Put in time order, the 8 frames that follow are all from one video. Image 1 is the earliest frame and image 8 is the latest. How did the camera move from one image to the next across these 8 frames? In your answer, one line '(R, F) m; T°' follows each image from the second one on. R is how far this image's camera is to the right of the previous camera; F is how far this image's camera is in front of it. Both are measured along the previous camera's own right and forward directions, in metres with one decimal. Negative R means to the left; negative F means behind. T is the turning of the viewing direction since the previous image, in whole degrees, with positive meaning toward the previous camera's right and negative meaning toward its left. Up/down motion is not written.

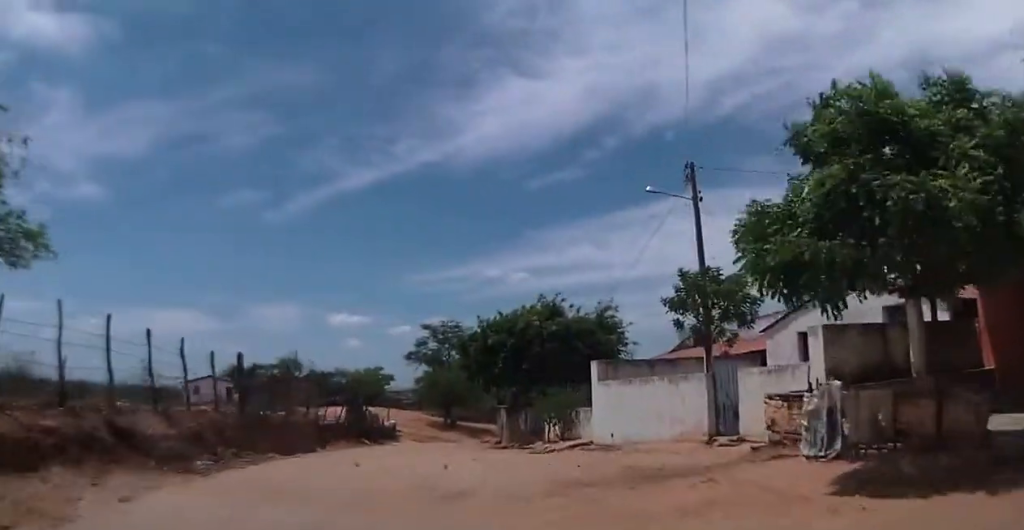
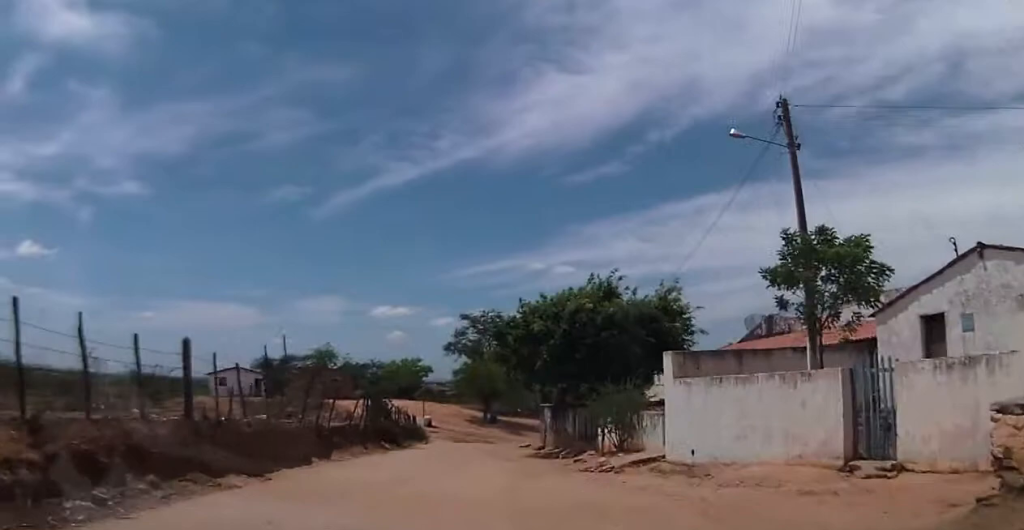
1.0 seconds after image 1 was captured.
(-0.1, +3.3) m; -3°
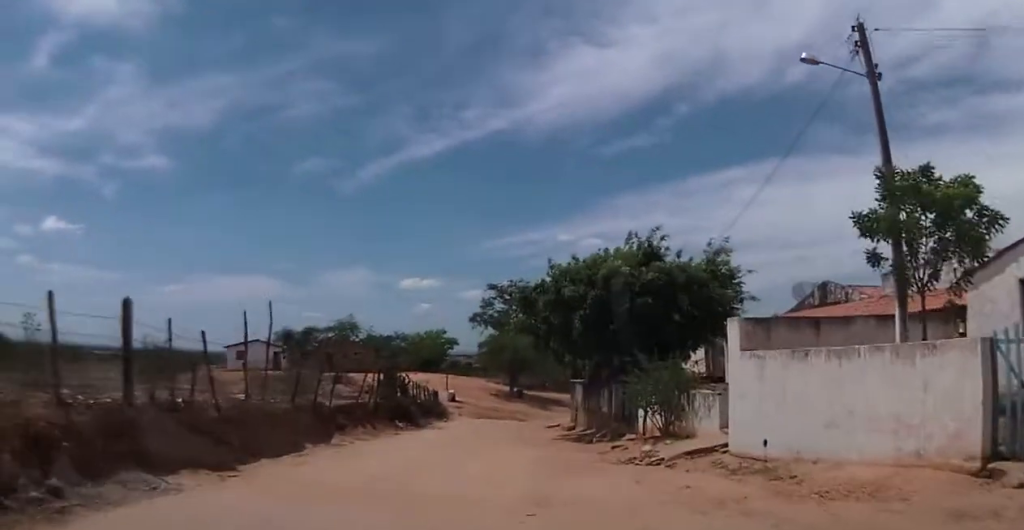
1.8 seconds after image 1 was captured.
(-0.1, +2.2) m; -3°
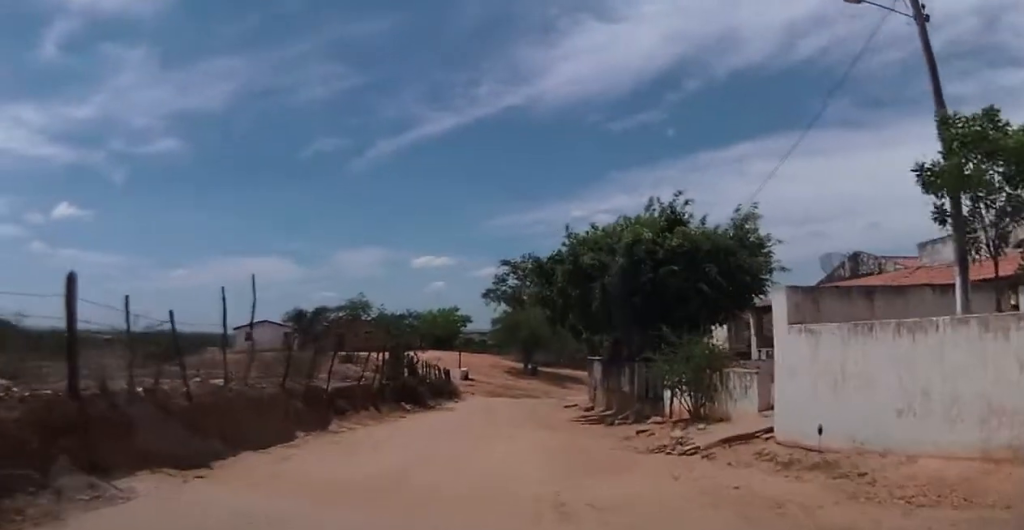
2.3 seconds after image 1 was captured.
(0.0, +1.3) m; -2°
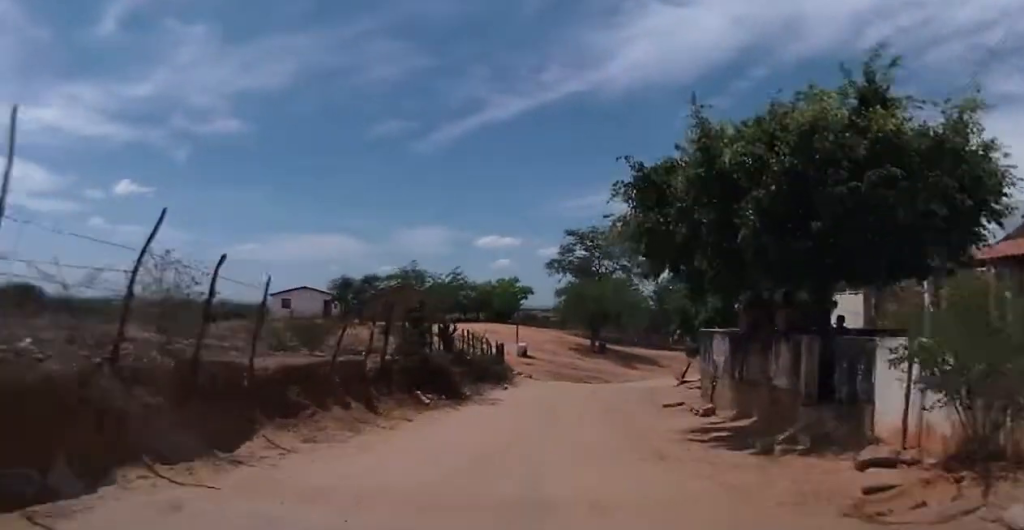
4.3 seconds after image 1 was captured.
(-0.4, +6.4) m; -2°
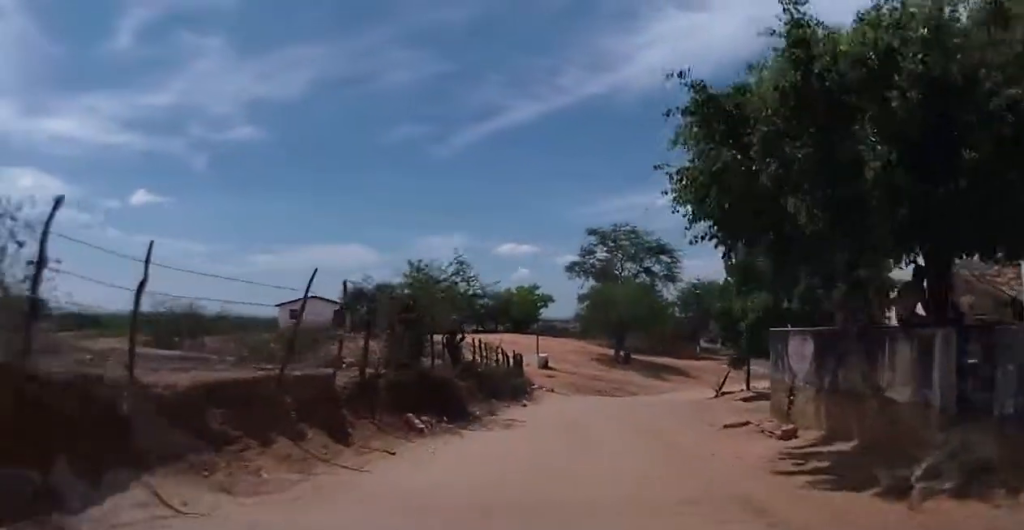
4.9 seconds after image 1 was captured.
(+0.2, +3.0) m; -2°
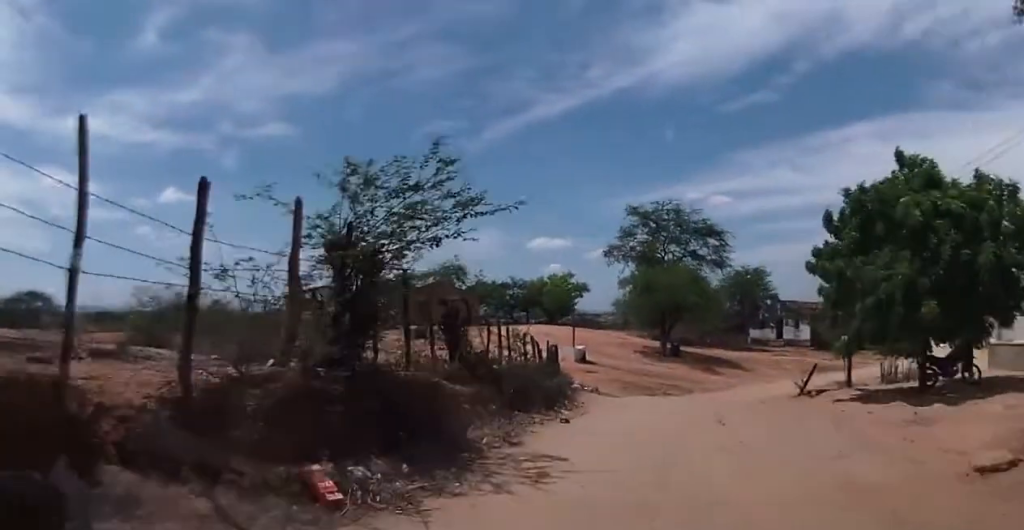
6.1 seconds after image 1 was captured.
(-0.5, +6.2) m; -5°
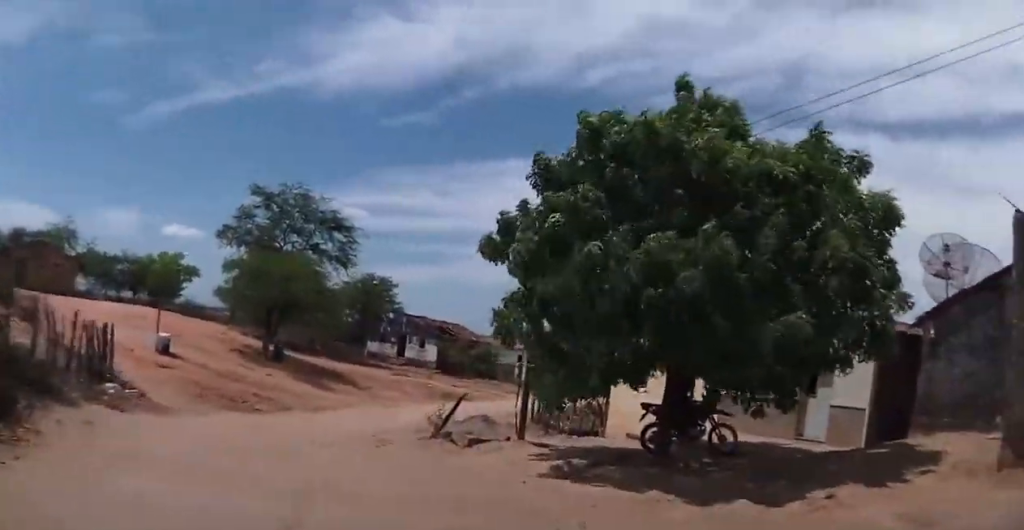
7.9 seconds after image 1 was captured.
(+1.2, +7.4) m; +29°
